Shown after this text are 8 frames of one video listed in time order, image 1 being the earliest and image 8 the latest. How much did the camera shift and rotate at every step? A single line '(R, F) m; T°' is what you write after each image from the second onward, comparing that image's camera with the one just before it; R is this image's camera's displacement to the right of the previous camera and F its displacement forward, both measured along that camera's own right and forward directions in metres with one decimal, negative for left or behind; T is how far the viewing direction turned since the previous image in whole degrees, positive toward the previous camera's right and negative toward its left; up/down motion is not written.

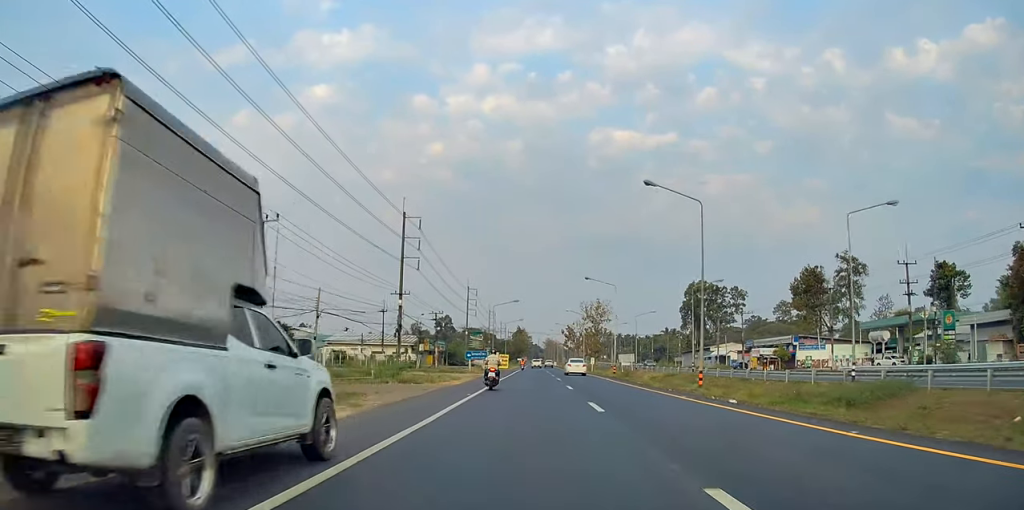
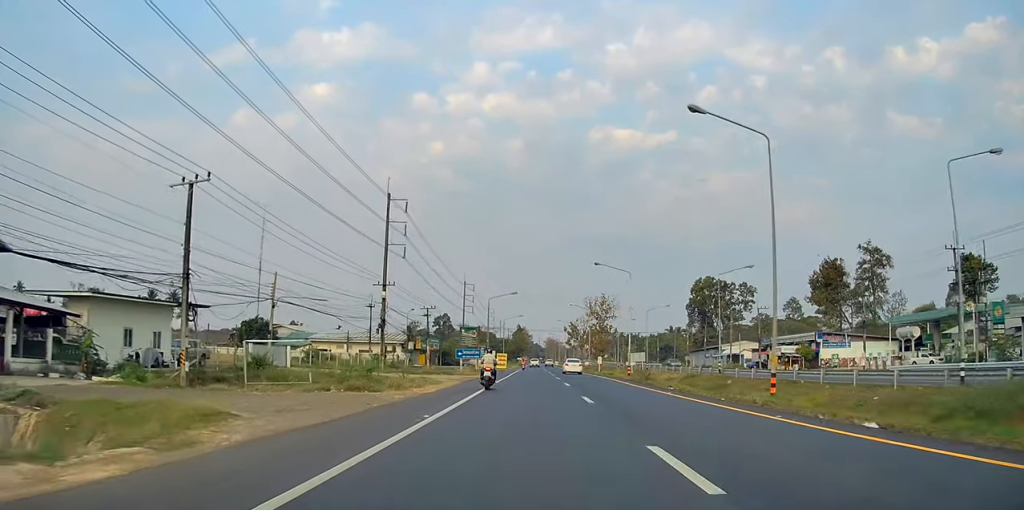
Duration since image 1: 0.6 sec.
(0.0, +8.8) m; 0°
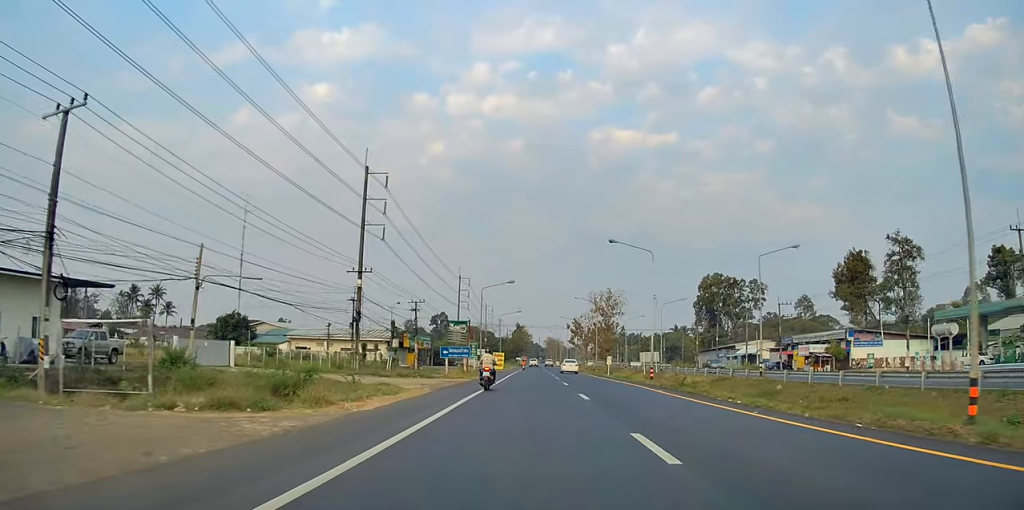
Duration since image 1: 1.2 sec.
(0.0, +10.1) m; 0°
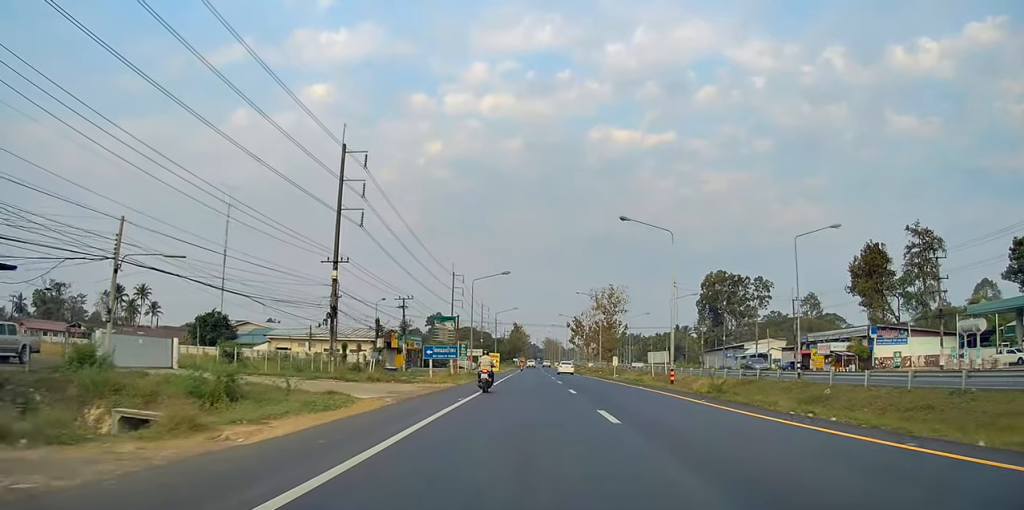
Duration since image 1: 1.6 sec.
(0.0, +6.9) m; 0°
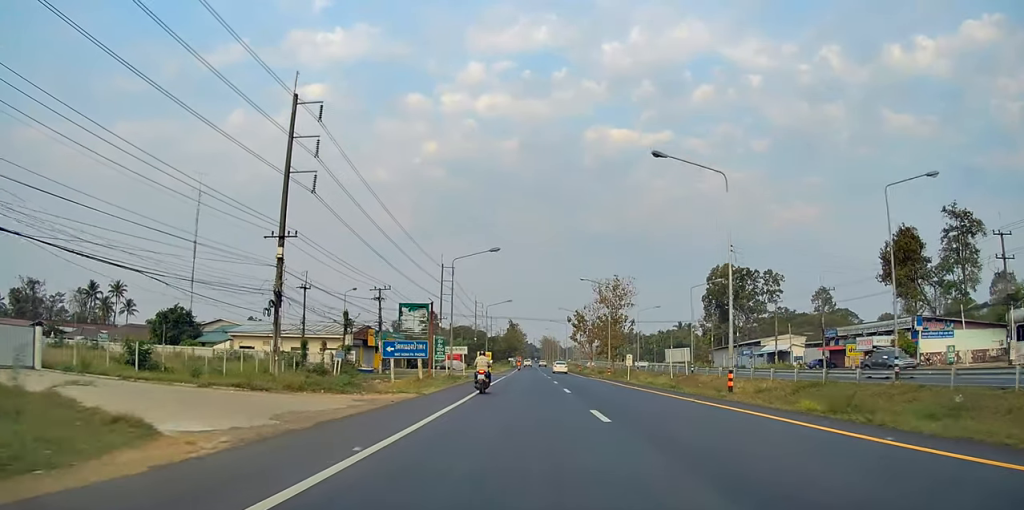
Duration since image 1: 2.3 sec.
(0.0, +11.6) m; 0°
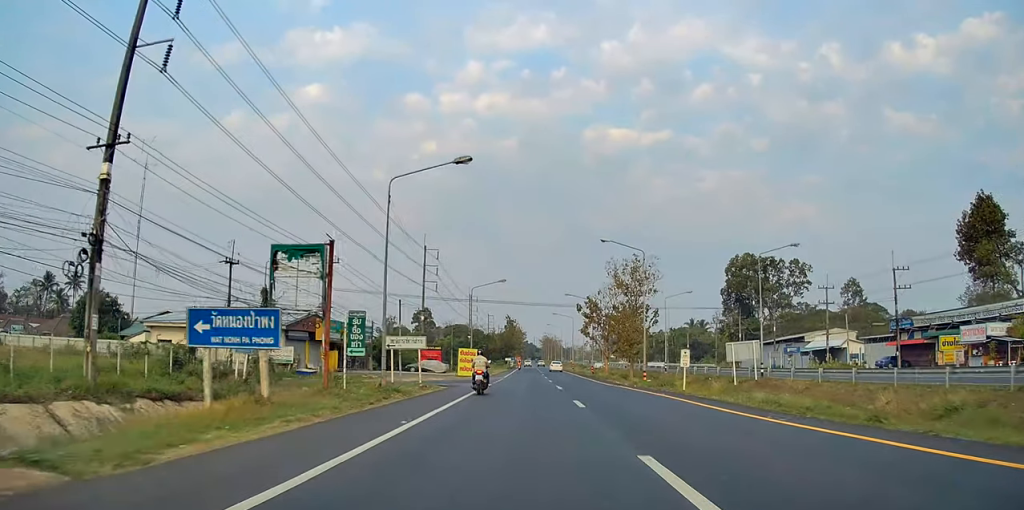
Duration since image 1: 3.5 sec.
(0.0, +19.4) m; 0°
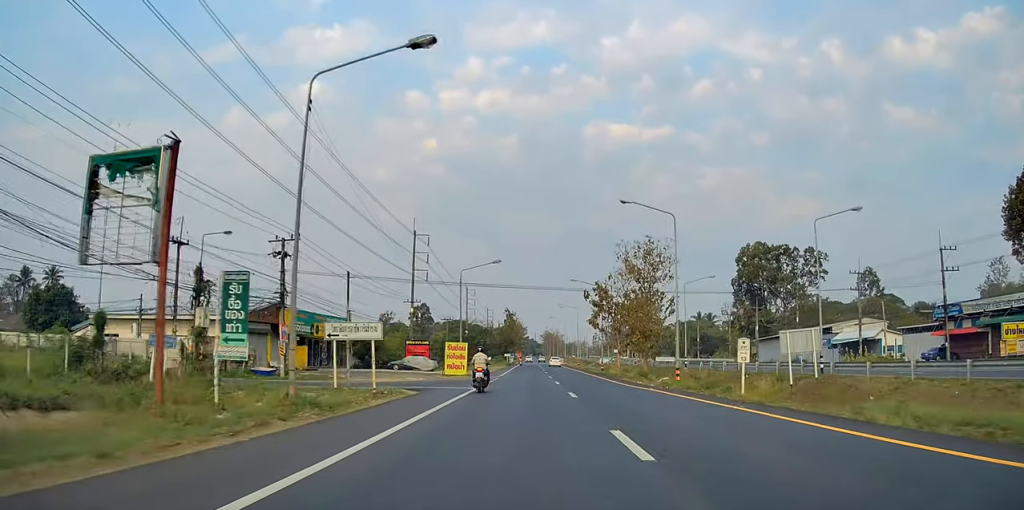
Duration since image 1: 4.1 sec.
(+0.1, +9.4) m; 0°
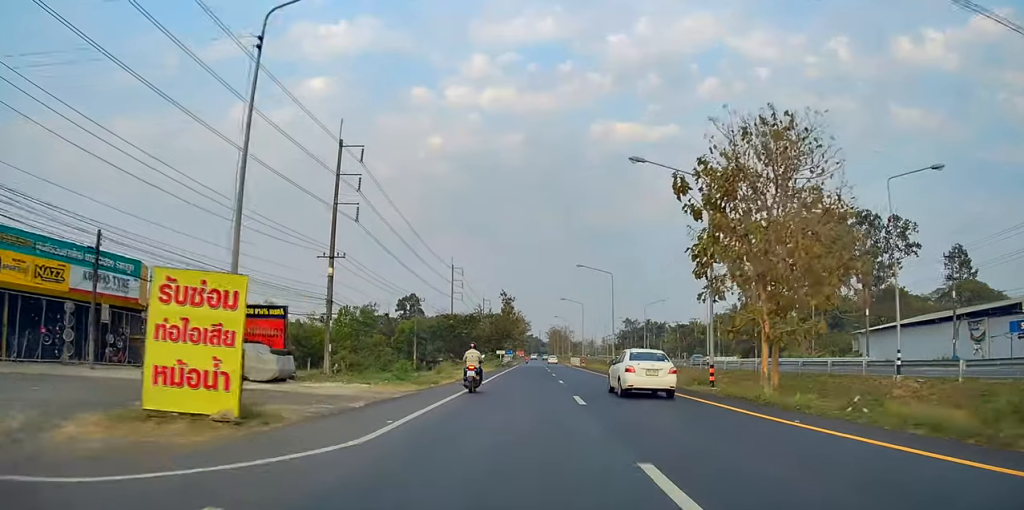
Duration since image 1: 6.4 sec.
(0.0, +39.4) m; 0°
